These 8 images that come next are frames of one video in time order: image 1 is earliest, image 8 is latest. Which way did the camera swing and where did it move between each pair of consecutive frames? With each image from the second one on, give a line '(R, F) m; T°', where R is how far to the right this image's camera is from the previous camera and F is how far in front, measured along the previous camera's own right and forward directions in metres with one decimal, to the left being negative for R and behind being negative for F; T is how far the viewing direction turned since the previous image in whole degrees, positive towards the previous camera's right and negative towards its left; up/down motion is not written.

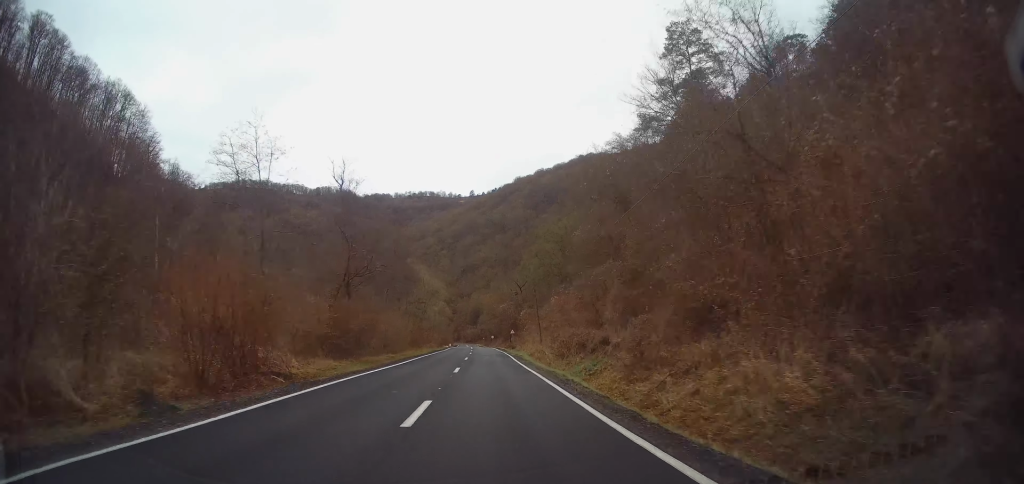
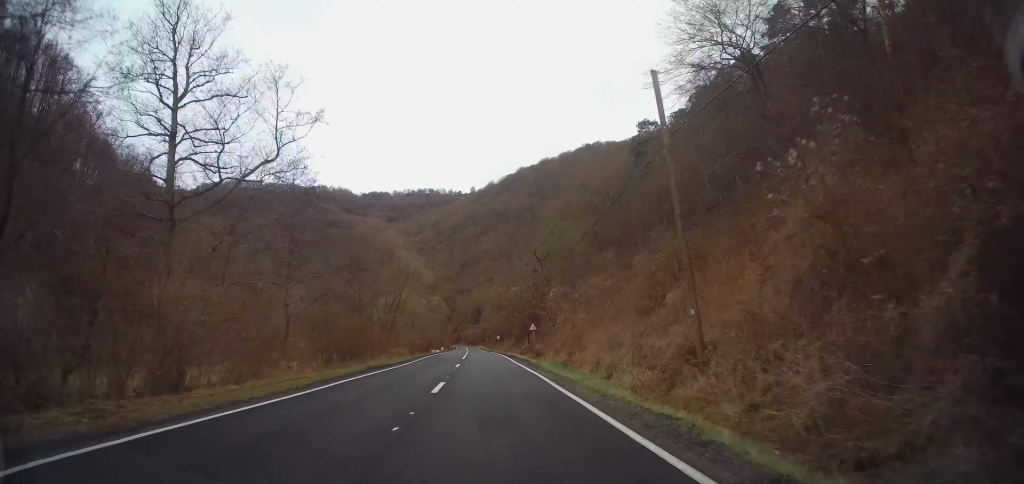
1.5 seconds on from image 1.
(-0.3, +31.4) m; -1°
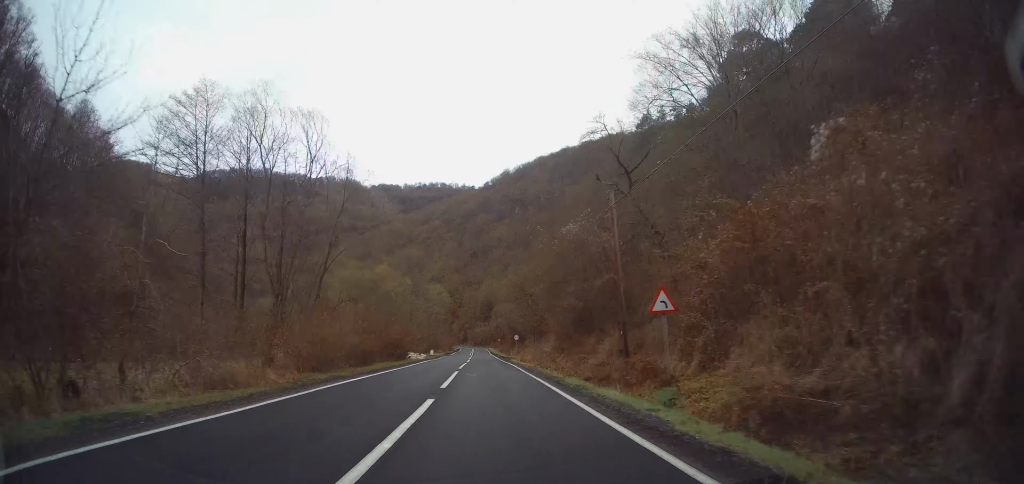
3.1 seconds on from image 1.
(-0.3, +34.0) m; -2°
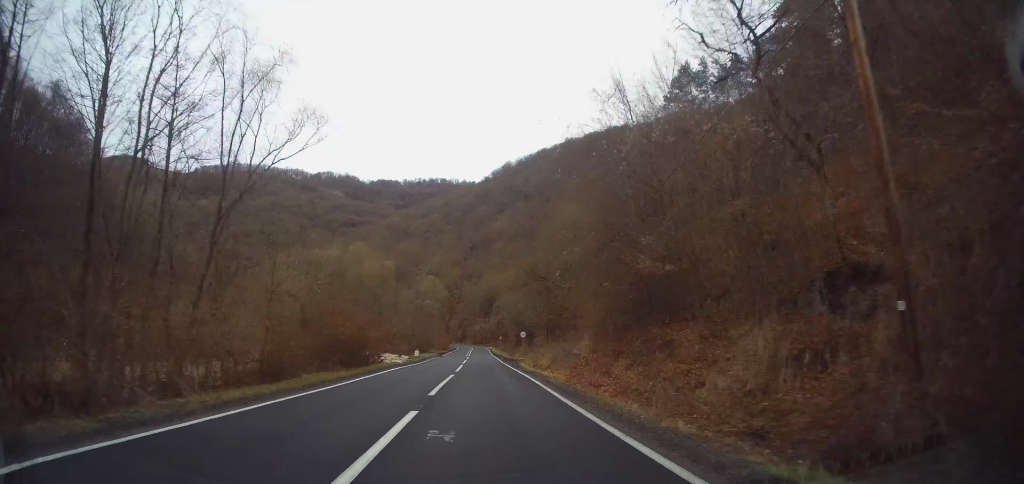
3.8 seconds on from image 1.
(-0.2, +13.8) m; 0°
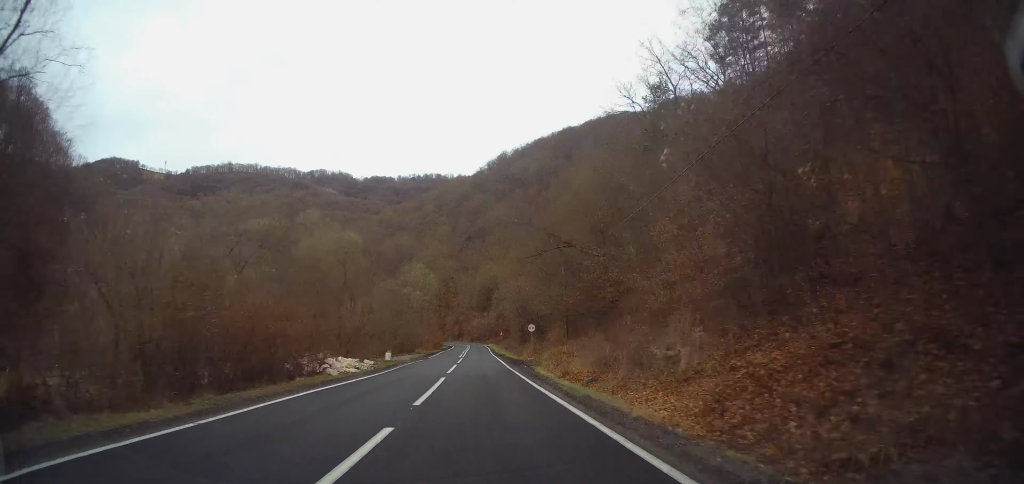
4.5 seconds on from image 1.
(-0.2, +13.8) m; 0°
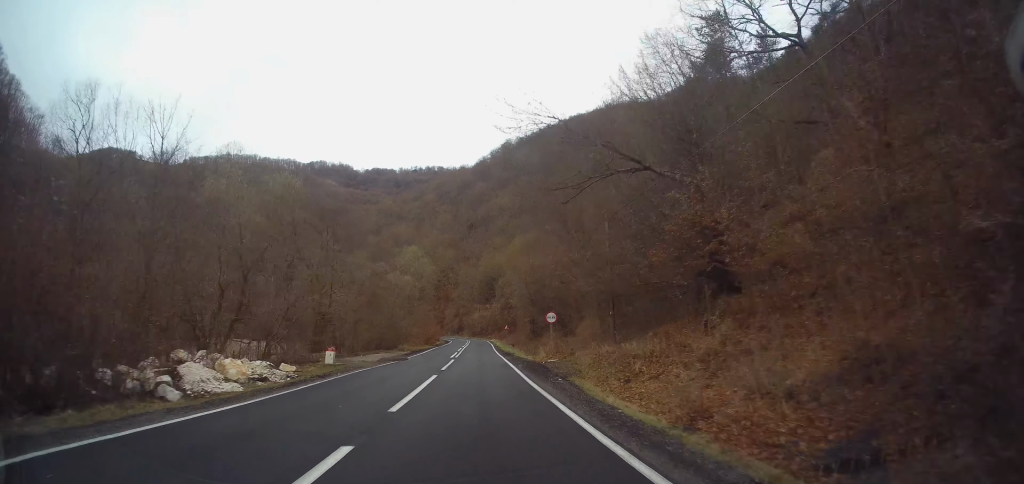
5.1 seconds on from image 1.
(+0.4, +13.7) m; +1°
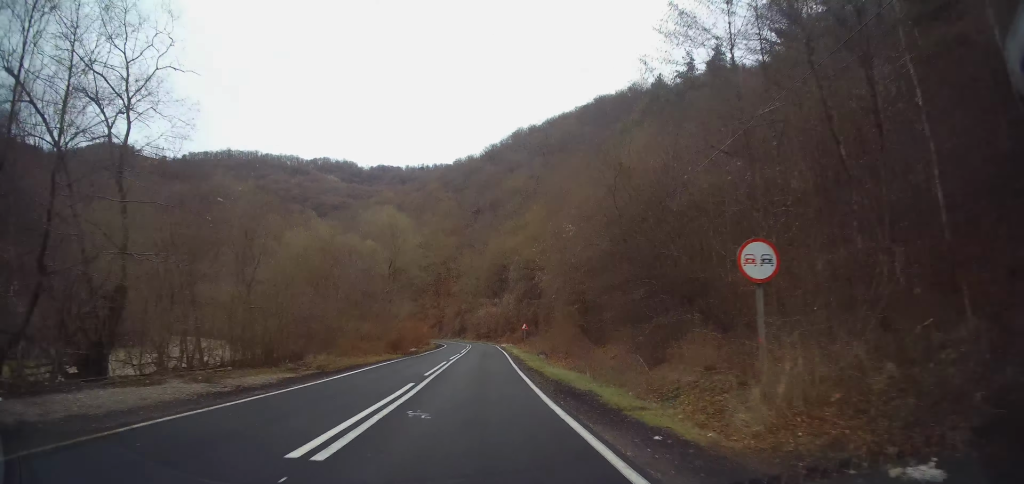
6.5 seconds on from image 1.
(-0.2, +27.8) m; -1°
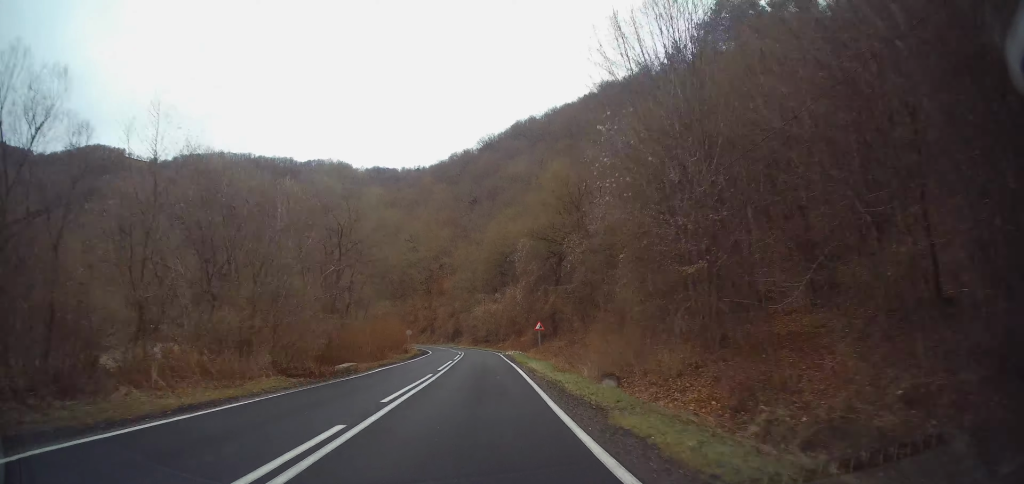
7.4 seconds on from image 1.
(-0.2, +18.6) m; -1°
